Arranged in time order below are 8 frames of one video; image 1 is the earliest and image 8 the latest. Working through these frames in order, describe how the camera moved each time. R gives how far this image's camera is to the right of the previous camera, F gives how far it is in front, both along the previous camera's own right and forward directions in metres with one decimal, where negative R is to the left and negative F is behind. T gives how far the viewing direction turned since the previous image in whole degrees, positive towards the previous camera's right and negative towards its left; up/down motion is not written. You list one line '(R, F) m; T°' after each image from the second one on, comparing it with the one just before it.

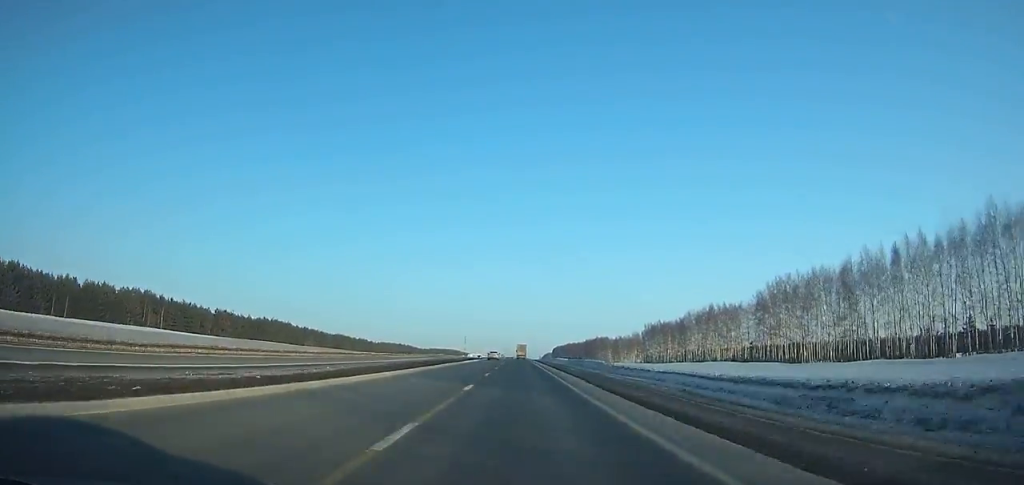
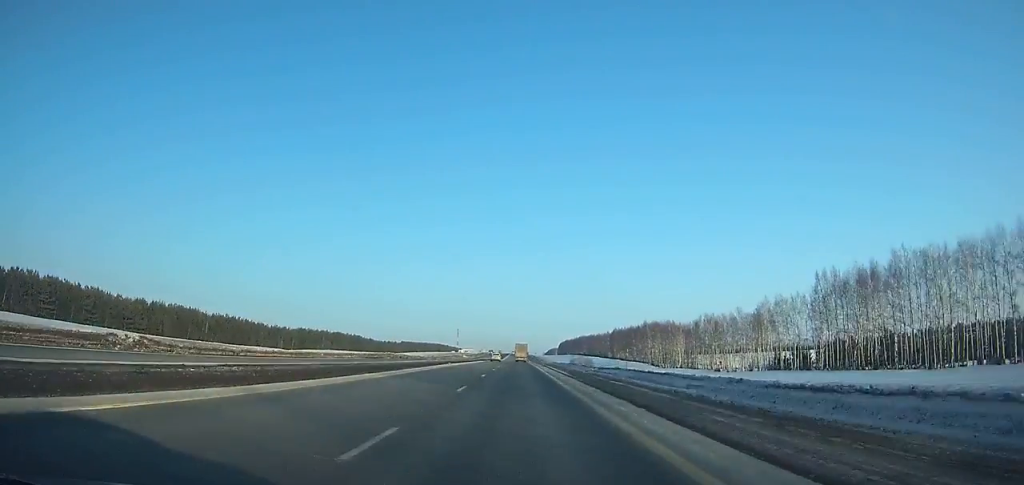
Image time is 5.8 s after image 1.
(-0.3, +156.8) m; 0°
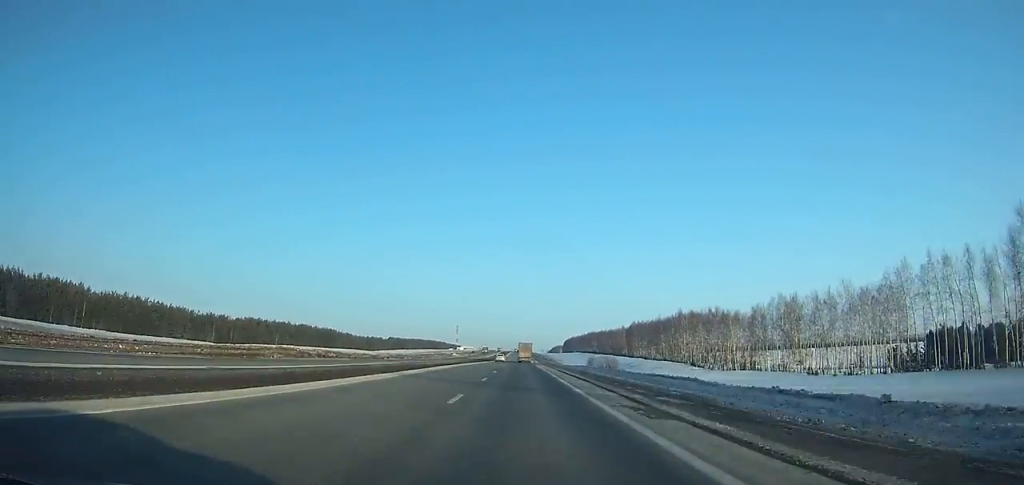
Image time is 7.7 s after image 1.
(0.0, +52.5) m; 0°
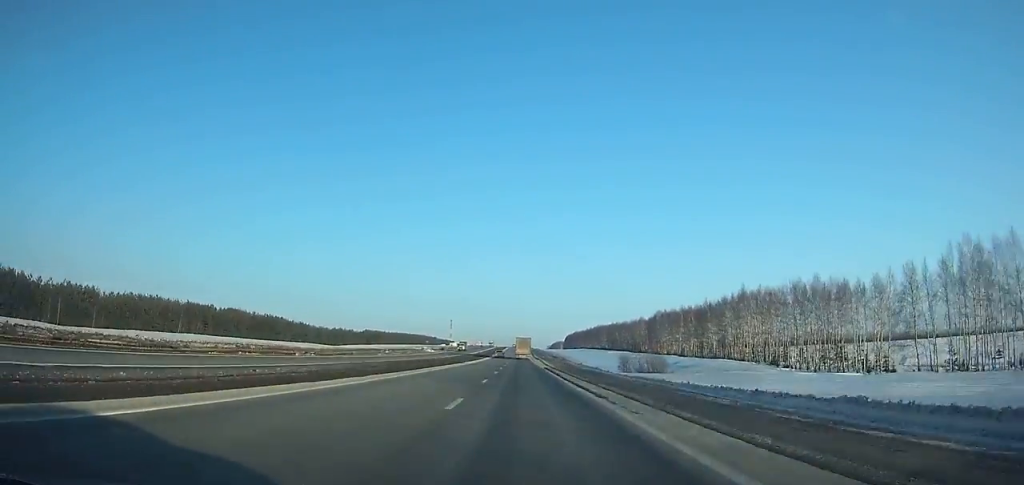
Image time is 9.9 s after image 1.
(+0.1, +61.5) m; 0°
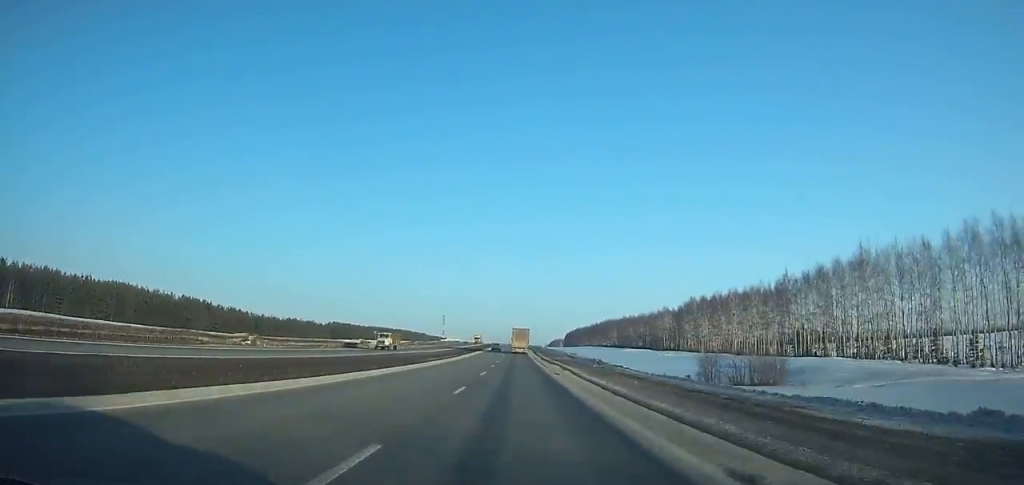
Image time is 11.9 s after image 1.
(+0.2, +57.0) m; 0°
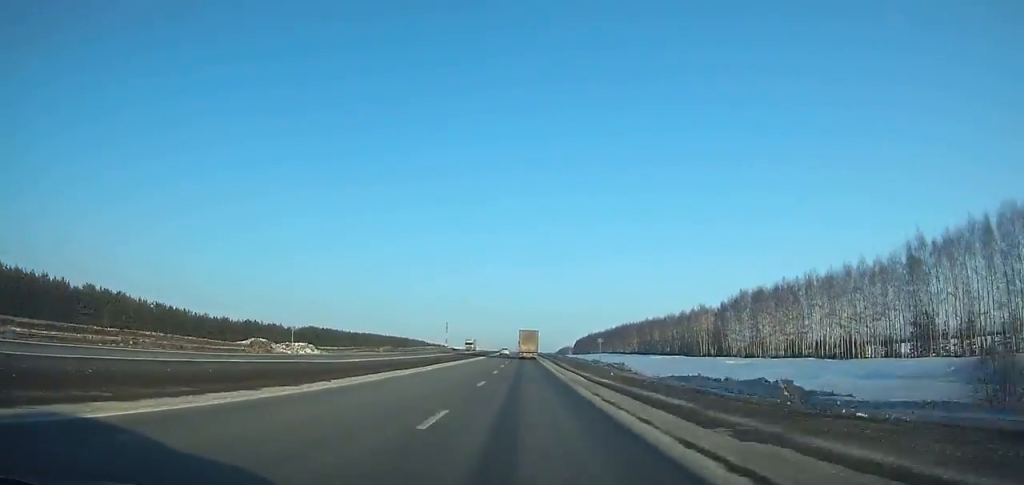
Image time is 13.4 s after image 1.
(-0.1, +43.1) m; 0°
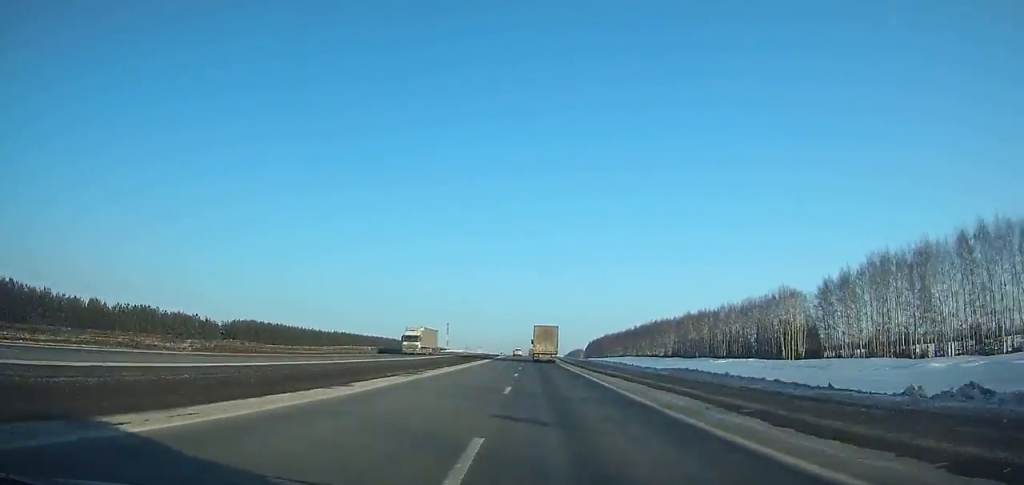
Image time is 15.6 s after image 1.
(-0.5, +63.7) m; 0°
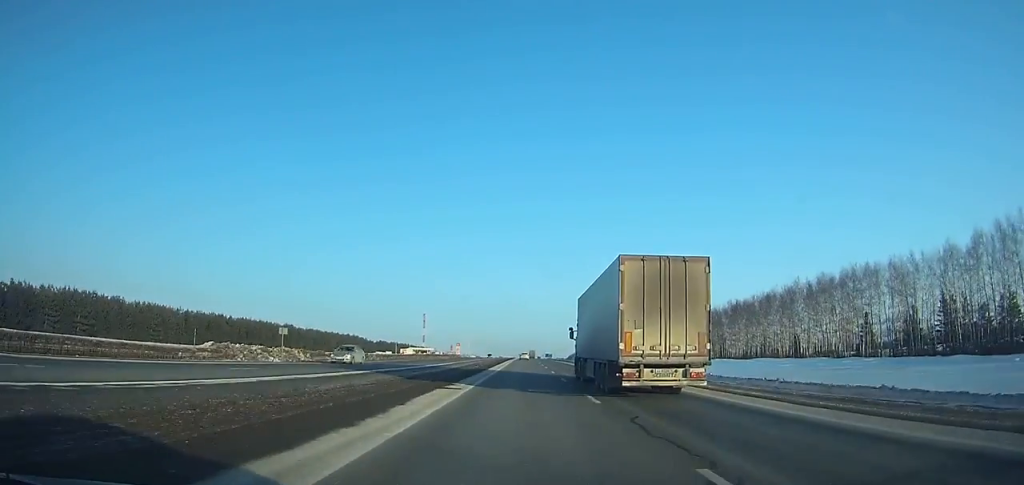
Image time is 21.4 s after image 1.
(+0.4, +170.2) m; +1°
